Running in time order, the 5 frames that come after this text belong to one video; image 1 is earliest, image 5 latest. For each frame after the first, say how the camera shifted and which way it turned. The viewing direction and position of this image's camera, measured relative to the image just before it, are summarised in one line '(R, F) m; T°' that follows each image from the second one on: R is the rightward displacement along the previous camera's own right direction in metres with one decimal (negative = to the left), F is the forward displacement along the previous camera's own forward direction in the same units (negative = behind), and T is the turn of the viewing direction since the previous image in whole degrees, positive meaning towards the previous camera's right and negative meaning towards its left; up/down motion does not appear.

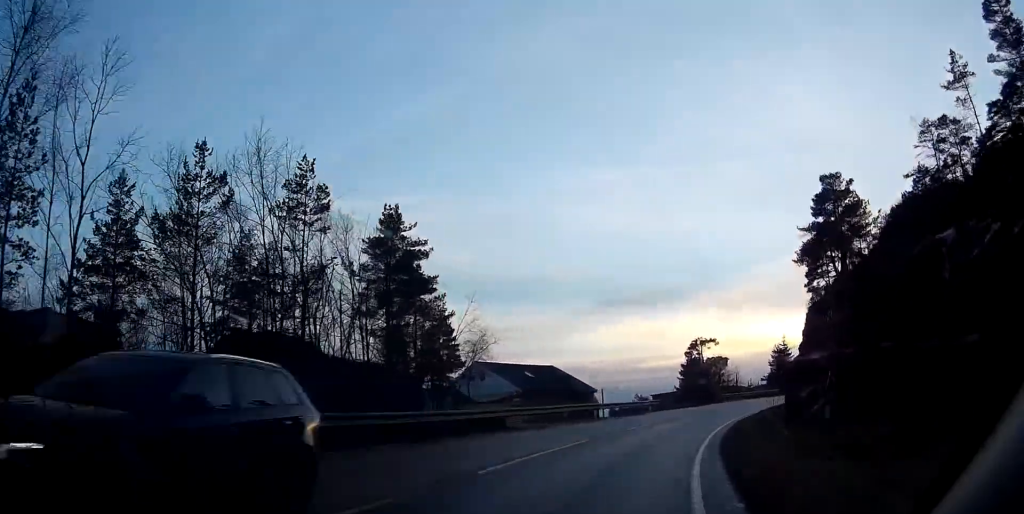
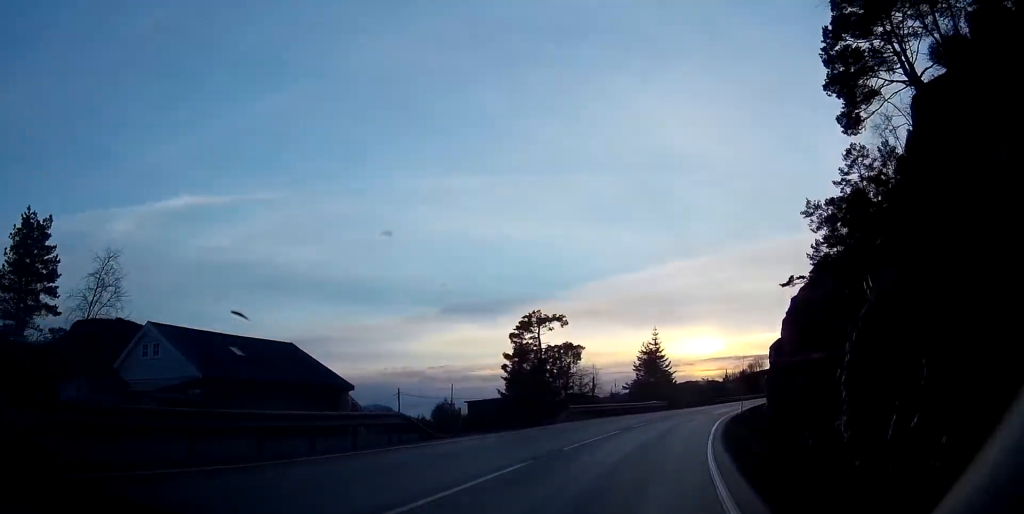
(+3.4, +31.0) m; +11°
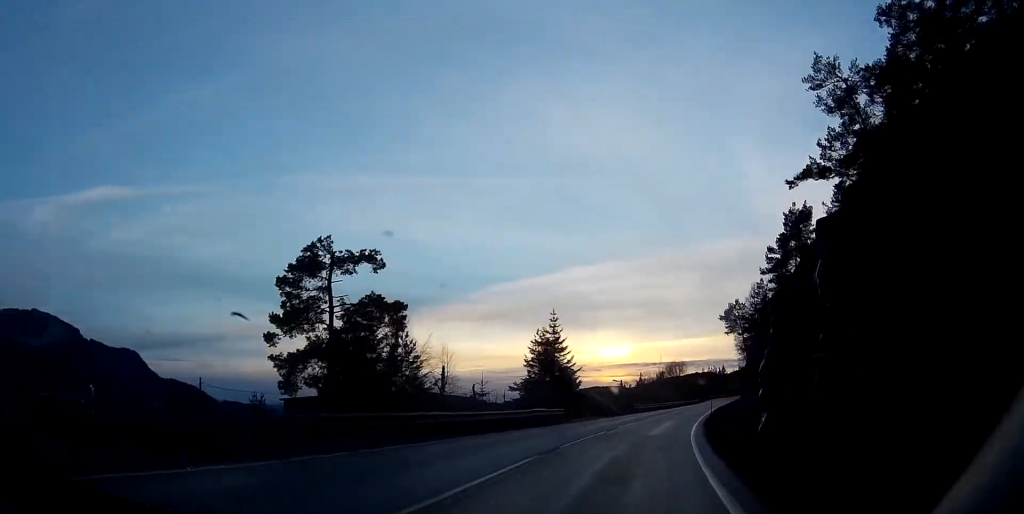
(+1.1, +22.7) m; +6°
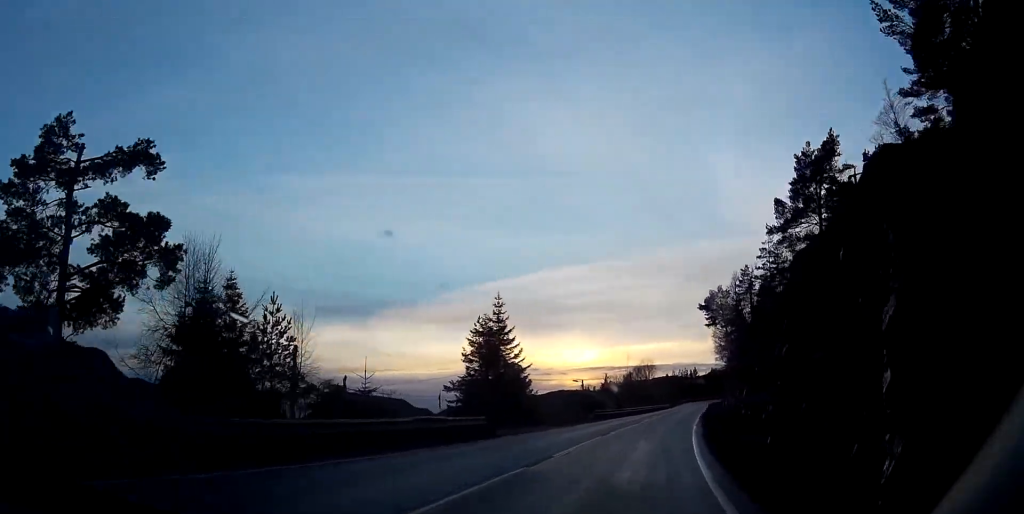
(+0.4, +13.6) m; +3°
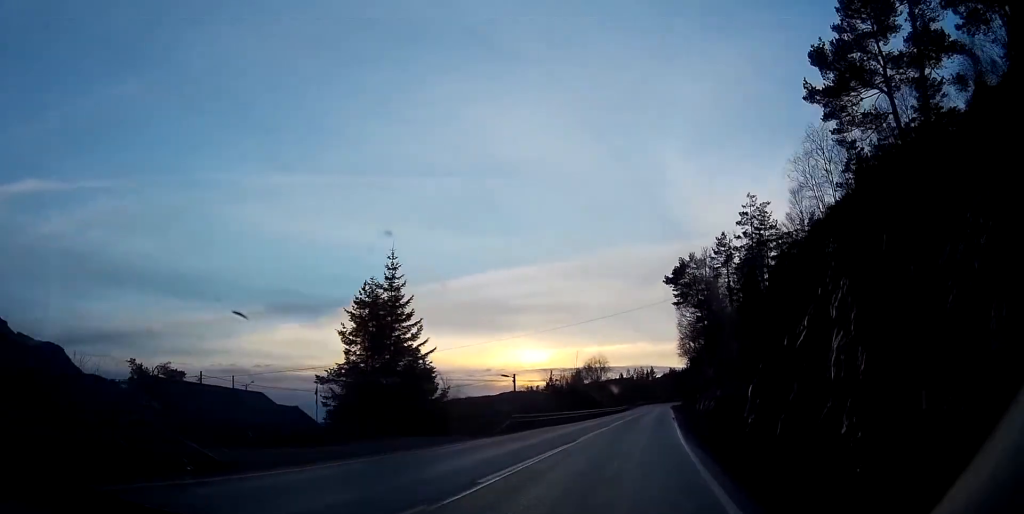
(+0.5, +17.5) m; +3°
